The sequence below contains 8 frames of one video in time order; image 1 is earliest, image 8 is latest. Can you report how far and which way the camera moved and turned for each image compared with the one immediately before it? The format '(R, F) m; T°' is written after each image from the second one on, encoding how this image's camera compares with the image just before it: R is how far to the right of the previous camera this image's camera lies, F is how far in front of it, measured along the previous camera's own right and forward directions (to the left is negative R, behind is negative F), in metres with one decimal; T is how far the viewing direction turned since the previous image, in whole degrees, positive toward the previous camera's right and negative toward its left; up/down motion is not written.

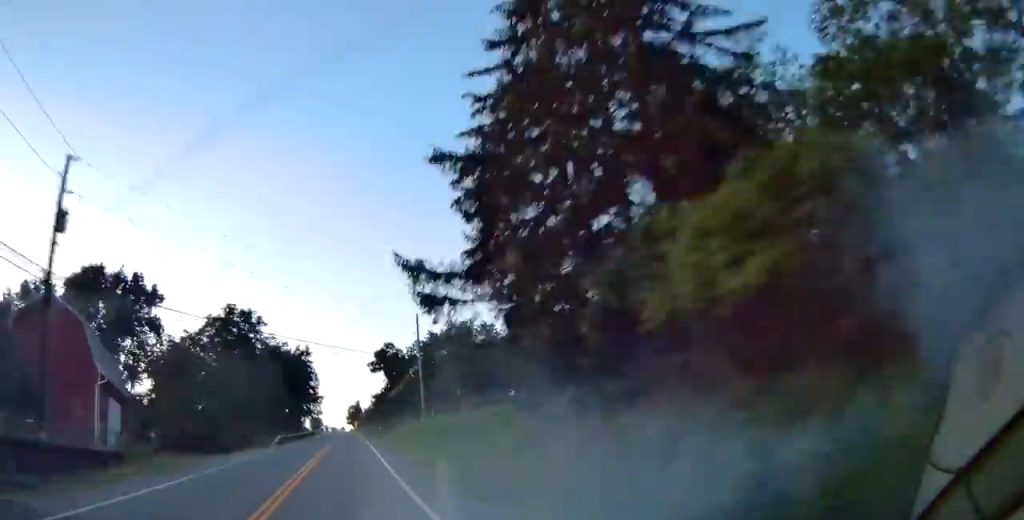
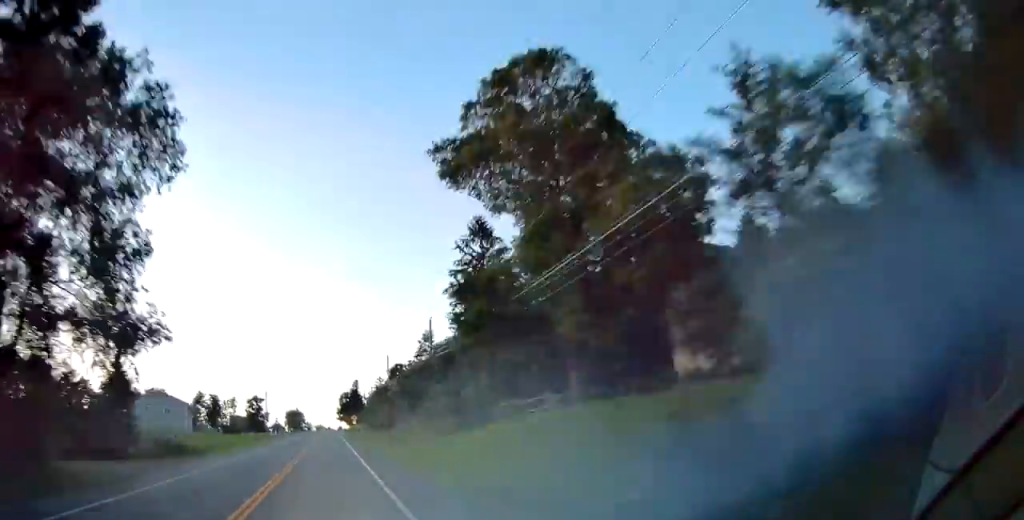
(+2.3, +106.3) m; +1°
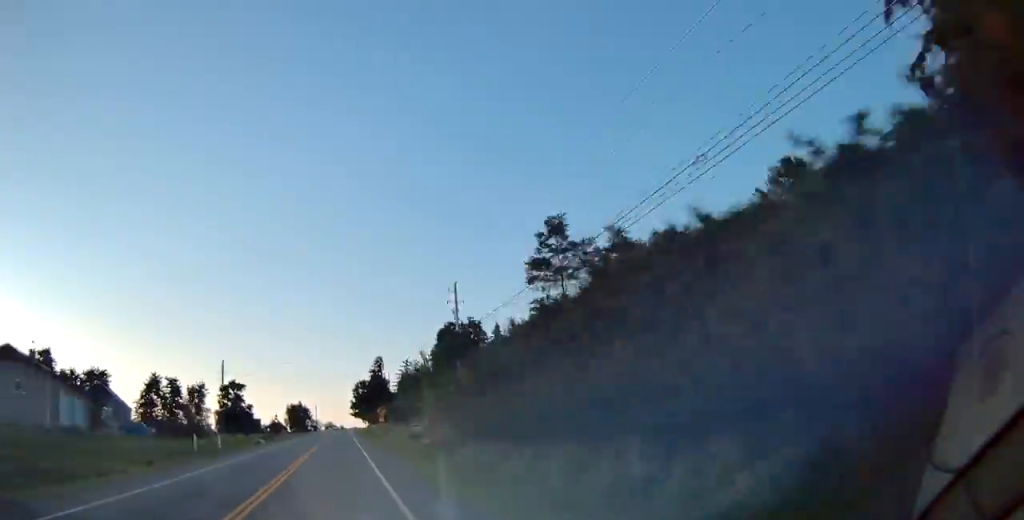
(+0.3, +49.7) m; 0°
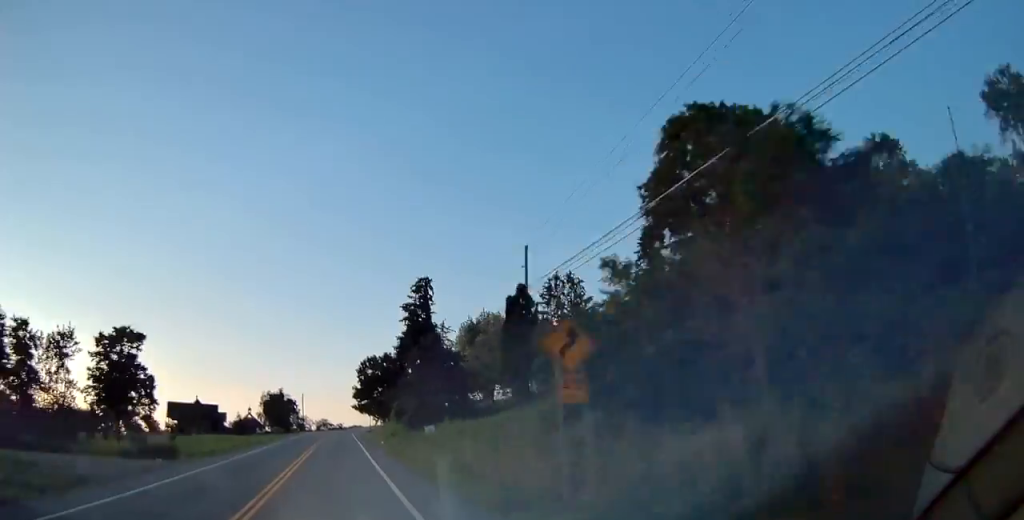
(-0.5, +58.4) m; +1°
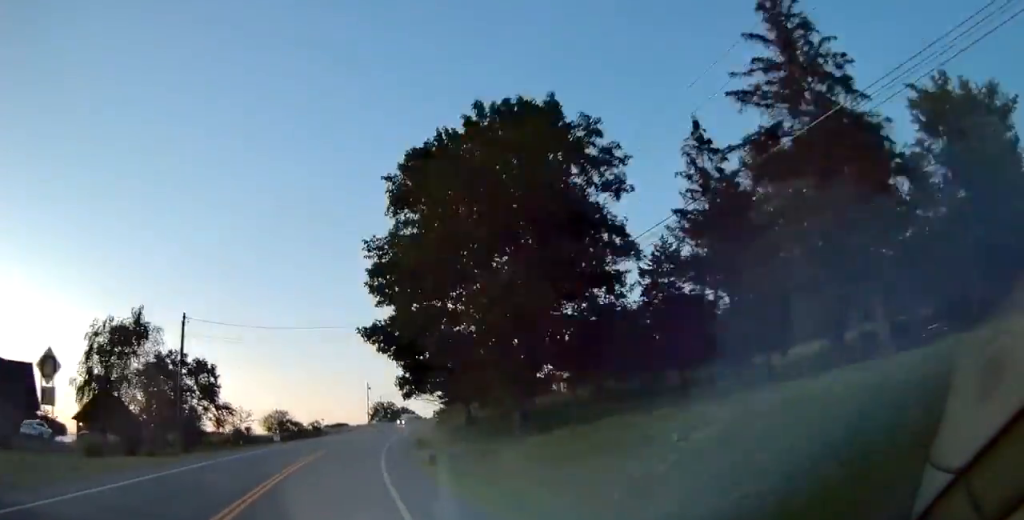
(+1.2, +91.2) m; +4°
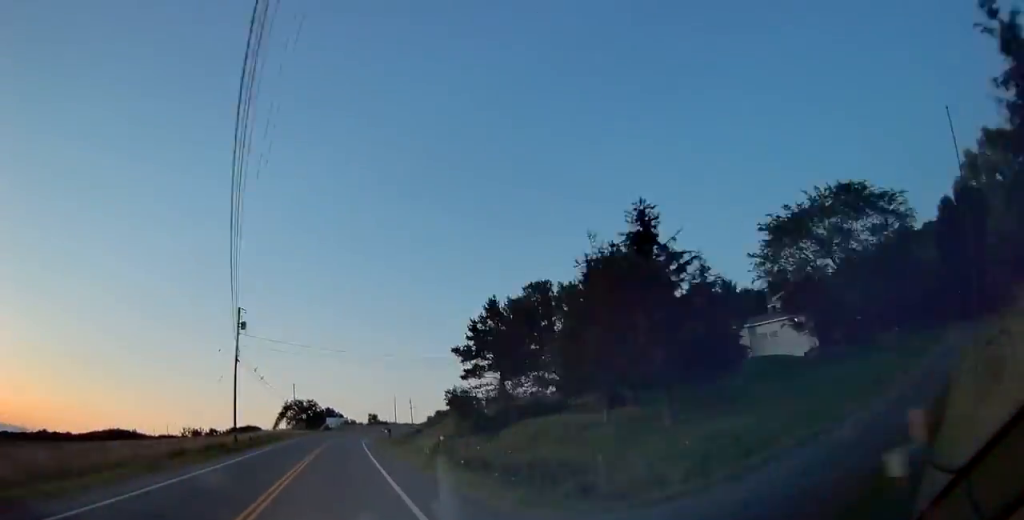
(+5.4, +98.3) m; +7°
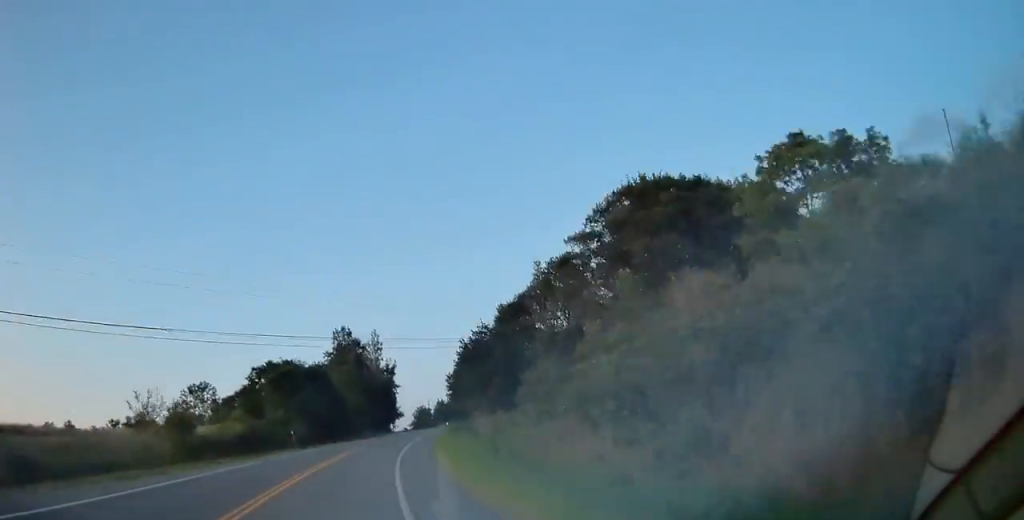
(+63.1, +208.3) m; +38°
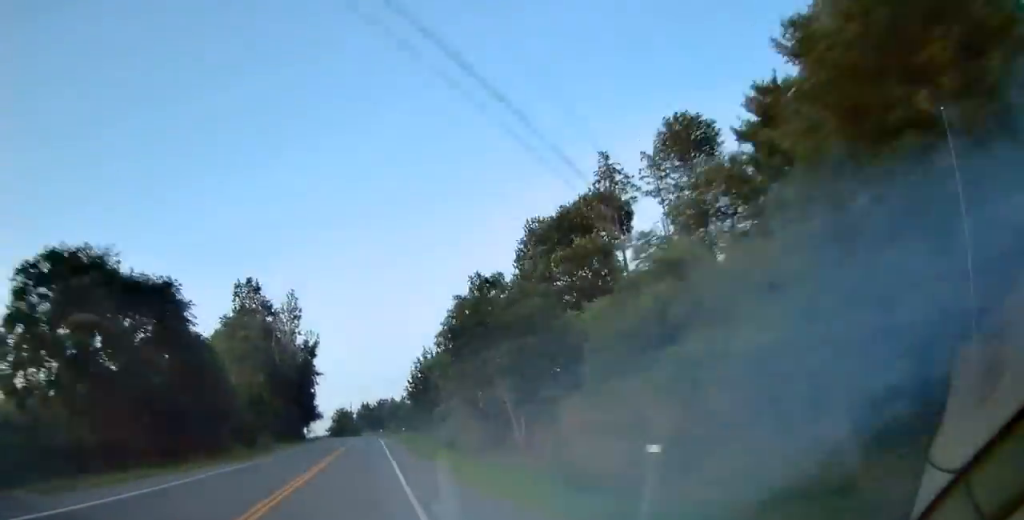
(+3.1, +40.6) m; +6°
